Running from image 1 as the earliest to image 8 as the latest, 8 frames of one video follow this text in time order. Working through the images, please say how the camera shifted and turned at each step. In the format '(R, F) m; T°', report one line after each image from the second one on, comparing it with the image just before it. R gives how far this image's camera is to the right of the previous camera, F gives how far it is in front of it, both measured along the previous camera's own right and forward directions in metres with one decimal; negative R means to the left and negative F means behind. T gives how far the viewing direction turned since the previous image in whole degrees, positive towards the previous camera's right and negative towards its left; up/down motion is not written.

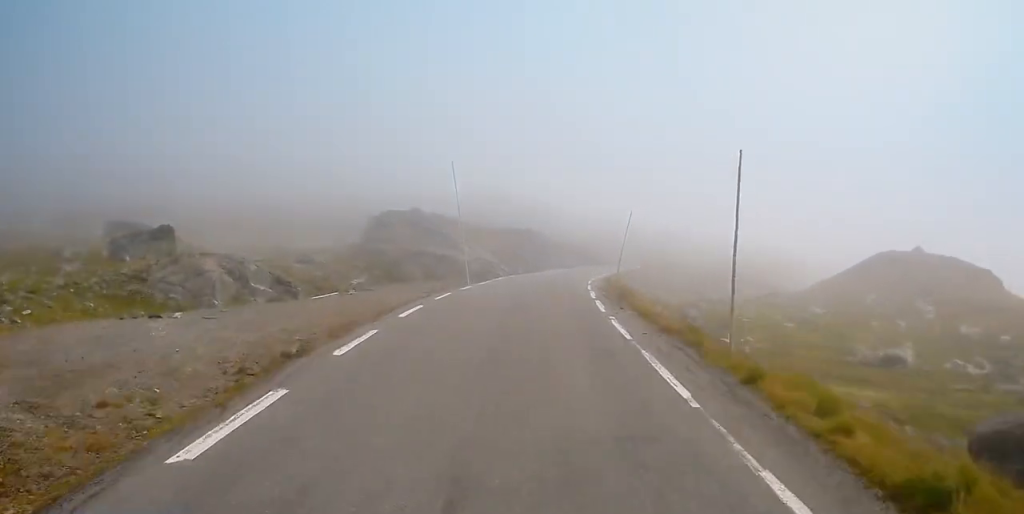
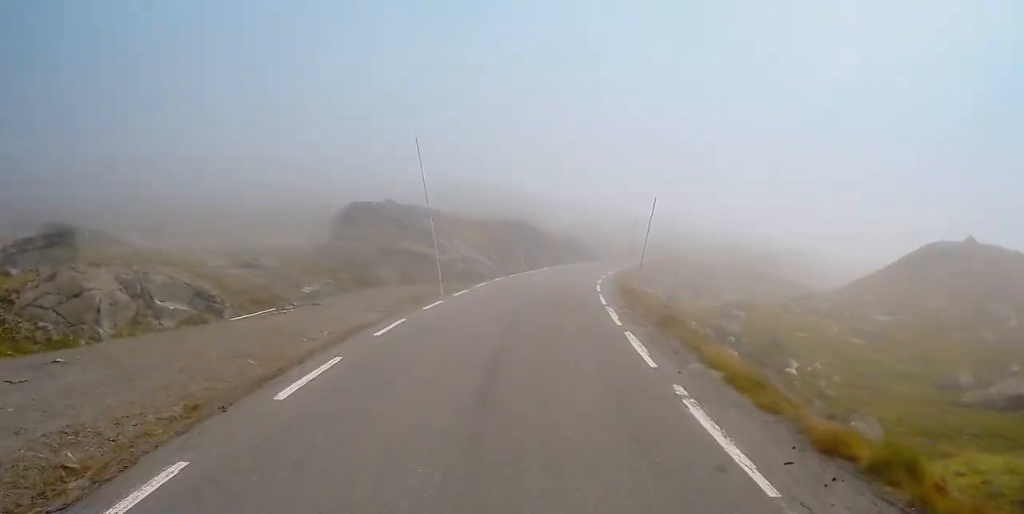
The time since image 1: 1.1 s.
(+0.3, +9.3) m; 0°
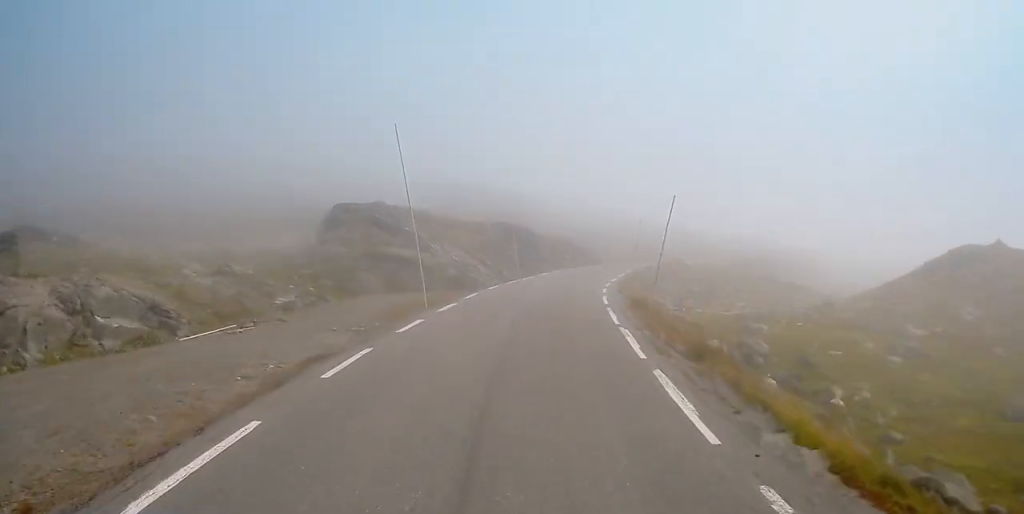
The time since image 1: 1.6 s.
(-0.3, +4.1) m; 0°
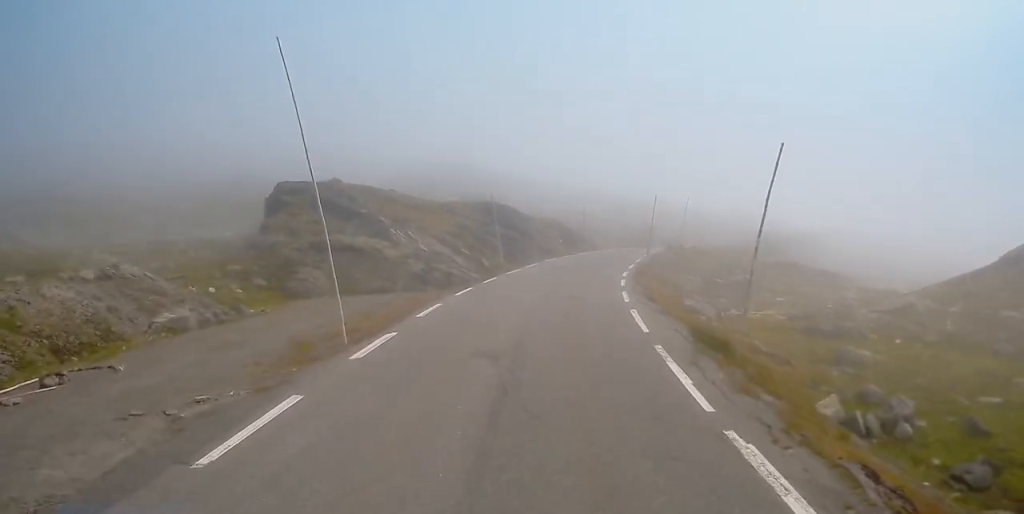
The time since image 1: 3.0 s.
(+0.4, +11.0) m; +1°
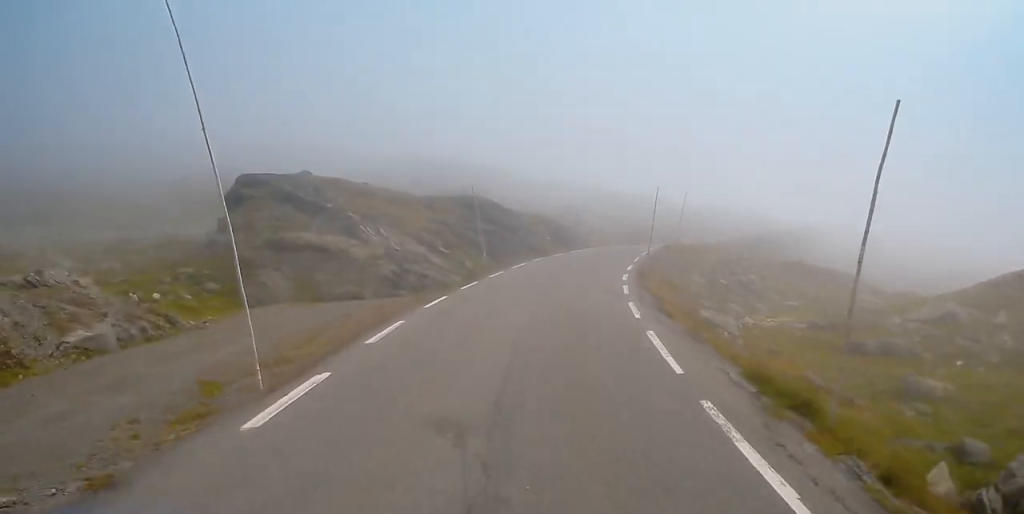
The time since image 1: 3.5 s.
(-0.3, +4.8) m; 0°
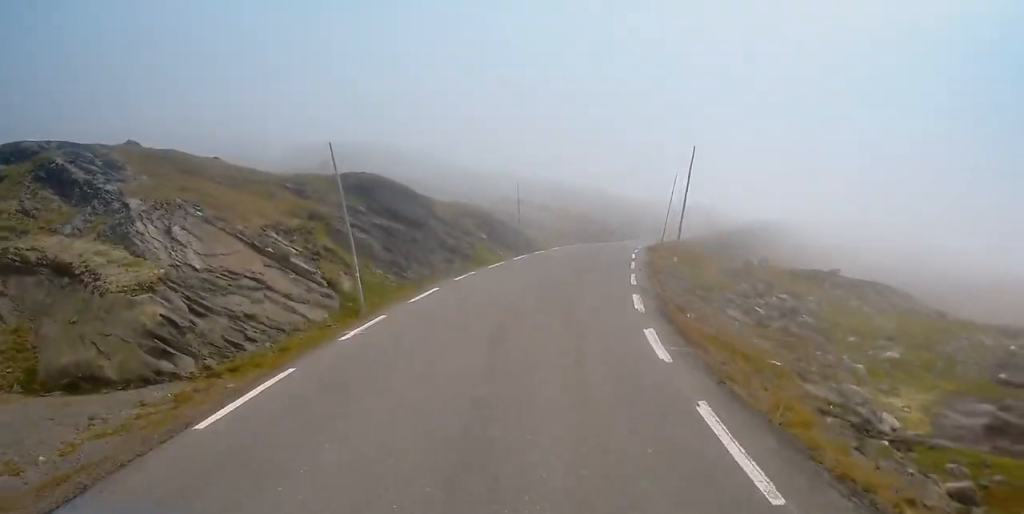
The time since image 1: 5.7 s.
(+1.1, +18.9) m; +8°
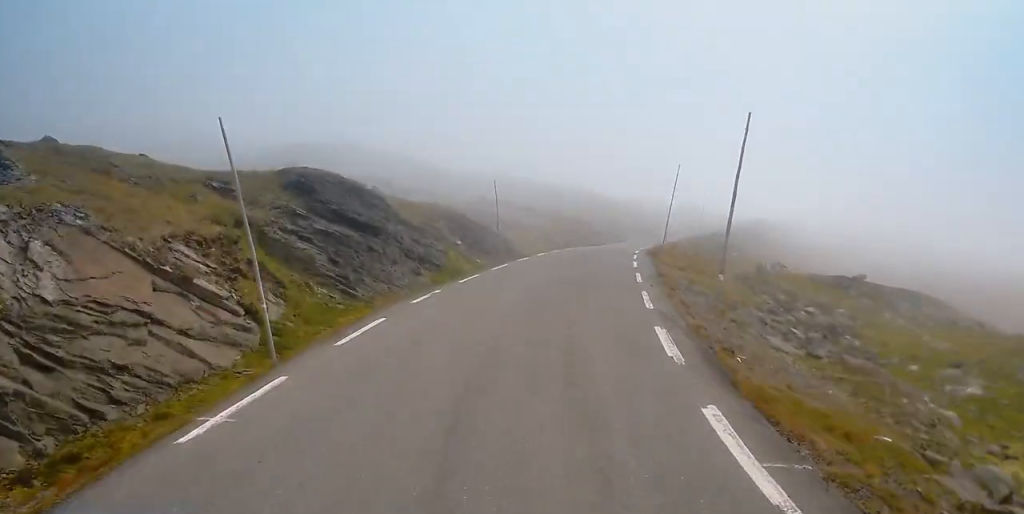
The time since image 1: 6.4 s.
(+0.3, +6.4) m; 0°
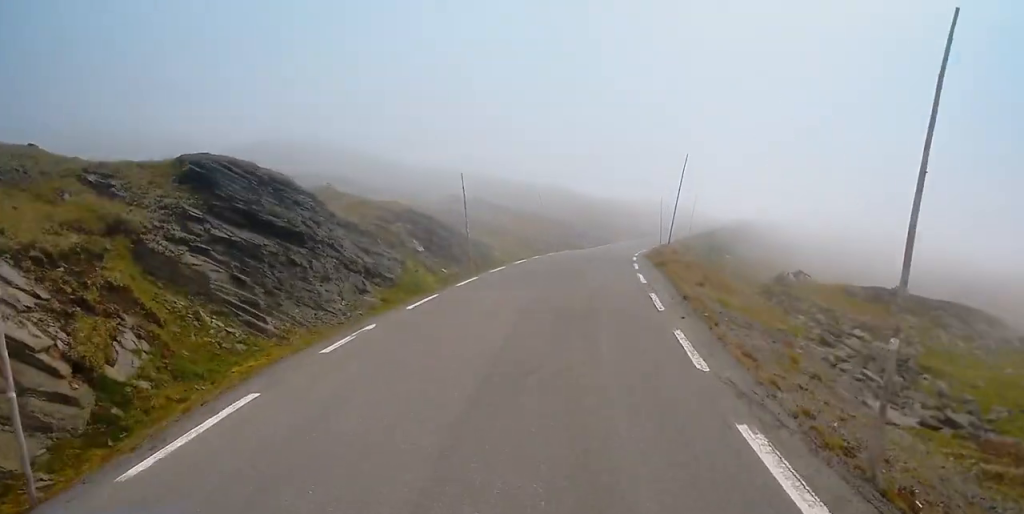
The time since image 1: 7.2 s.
(0.0, +7.3) m; 0°
